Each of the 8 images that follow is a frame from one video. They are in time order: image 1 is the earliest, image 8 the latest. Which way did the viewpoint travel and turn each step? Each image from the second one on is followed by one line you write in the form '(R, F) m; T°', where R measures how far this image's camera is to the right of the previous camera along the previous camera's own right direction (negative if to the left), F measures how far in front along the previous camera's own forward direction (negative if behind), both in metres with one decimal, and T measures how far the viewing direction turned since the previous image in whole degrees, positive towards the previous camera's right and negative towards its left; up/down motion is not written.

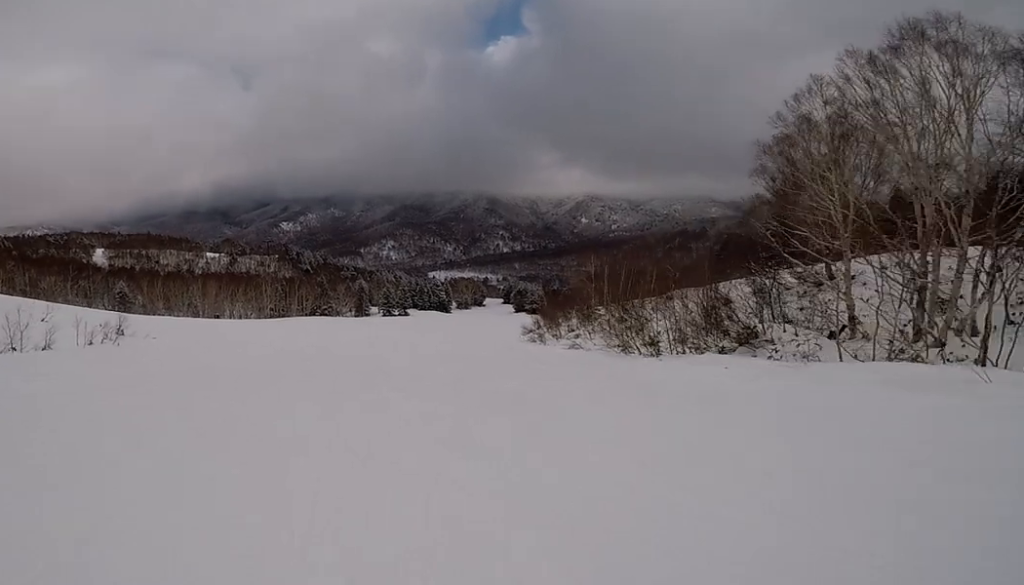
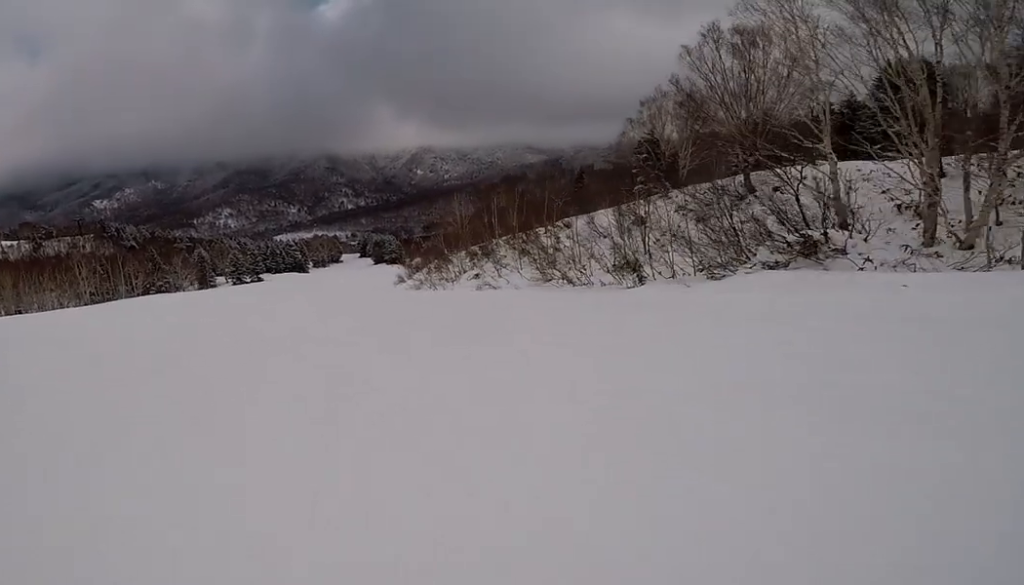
(+1.1, +9.2) m; +22°
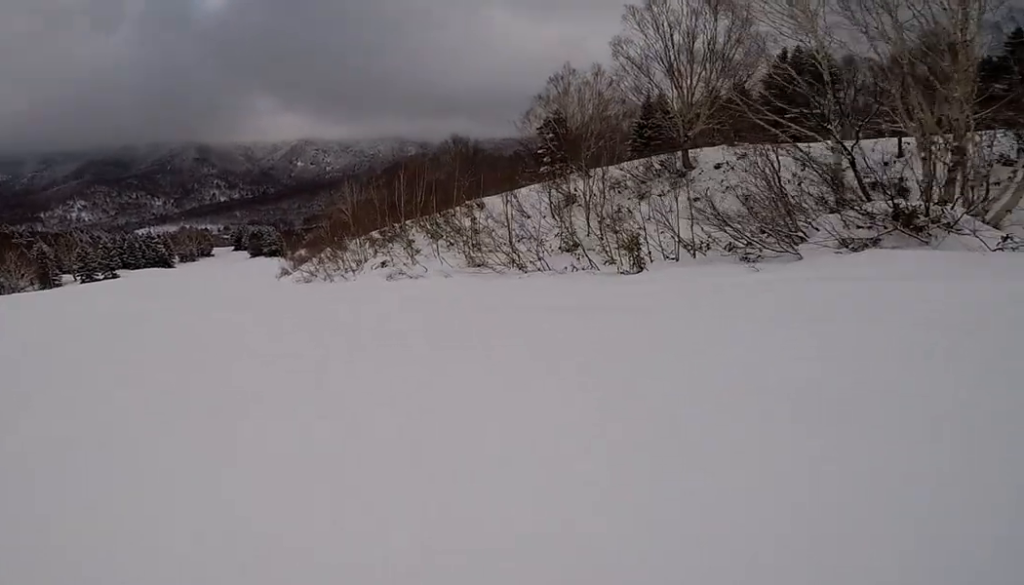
(+1.4, +6.8) m; +9°
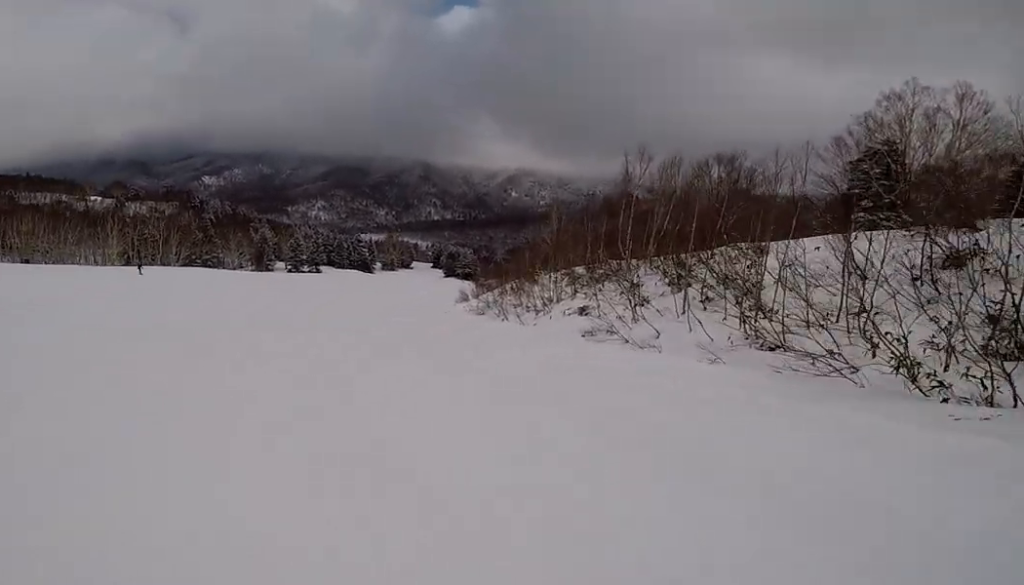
(-0.7, +10.3) m; -12°
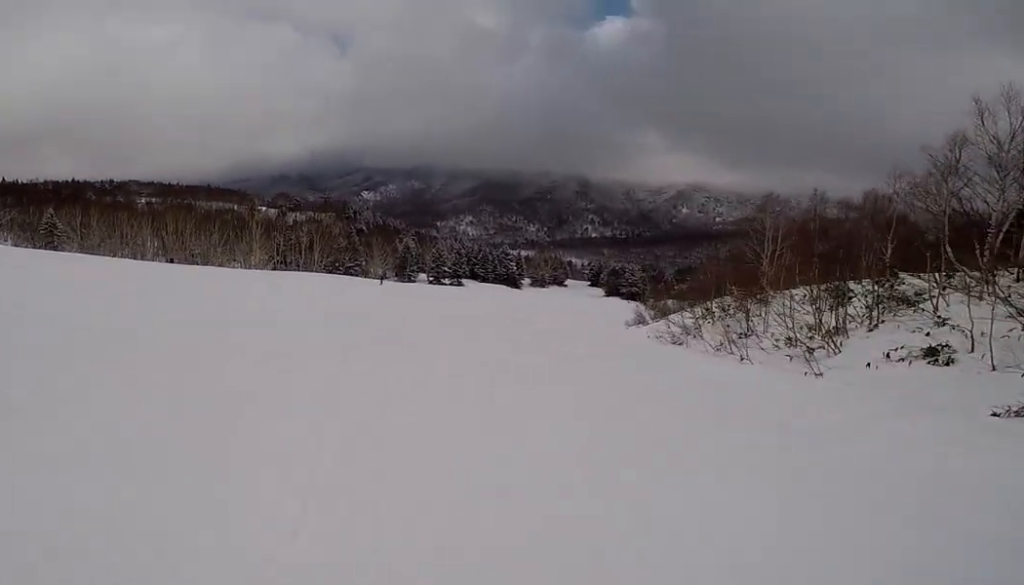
(-1.0, +9.6) m; -25°
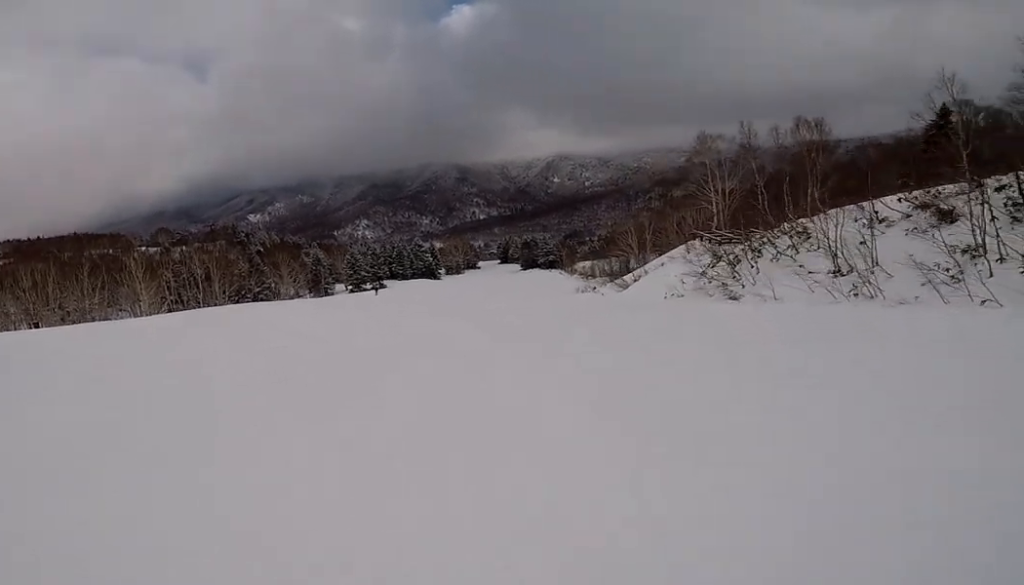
(-2.4, +10.1) m; +7°
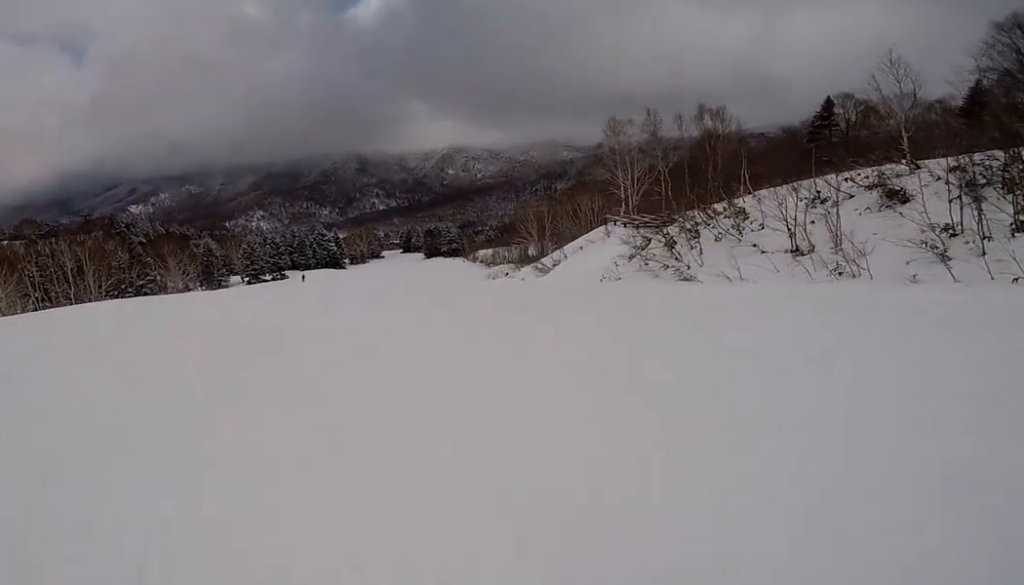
(-0.2, +4.1) m; +19°
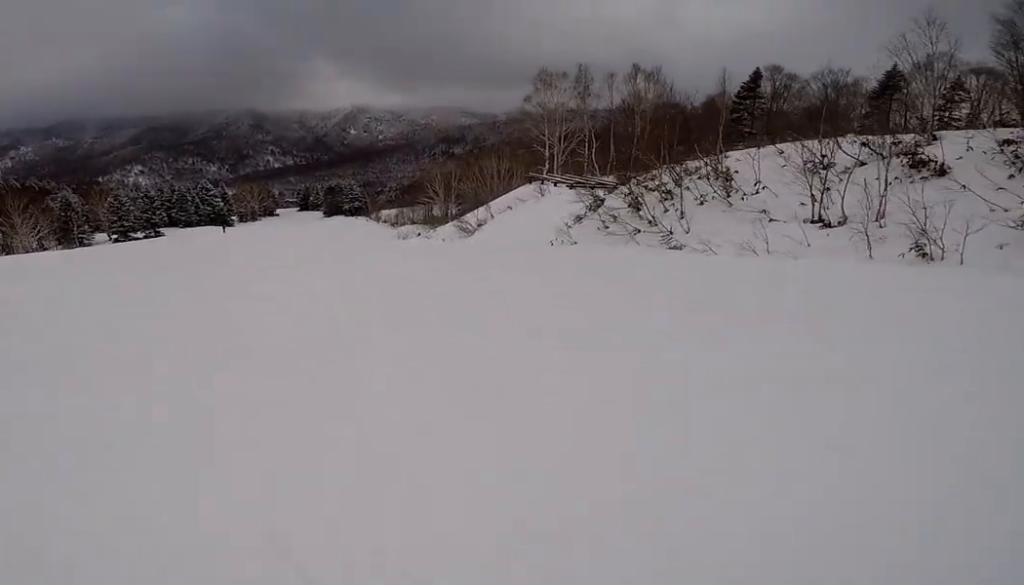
(+2.9, +6.3) m; +17°
